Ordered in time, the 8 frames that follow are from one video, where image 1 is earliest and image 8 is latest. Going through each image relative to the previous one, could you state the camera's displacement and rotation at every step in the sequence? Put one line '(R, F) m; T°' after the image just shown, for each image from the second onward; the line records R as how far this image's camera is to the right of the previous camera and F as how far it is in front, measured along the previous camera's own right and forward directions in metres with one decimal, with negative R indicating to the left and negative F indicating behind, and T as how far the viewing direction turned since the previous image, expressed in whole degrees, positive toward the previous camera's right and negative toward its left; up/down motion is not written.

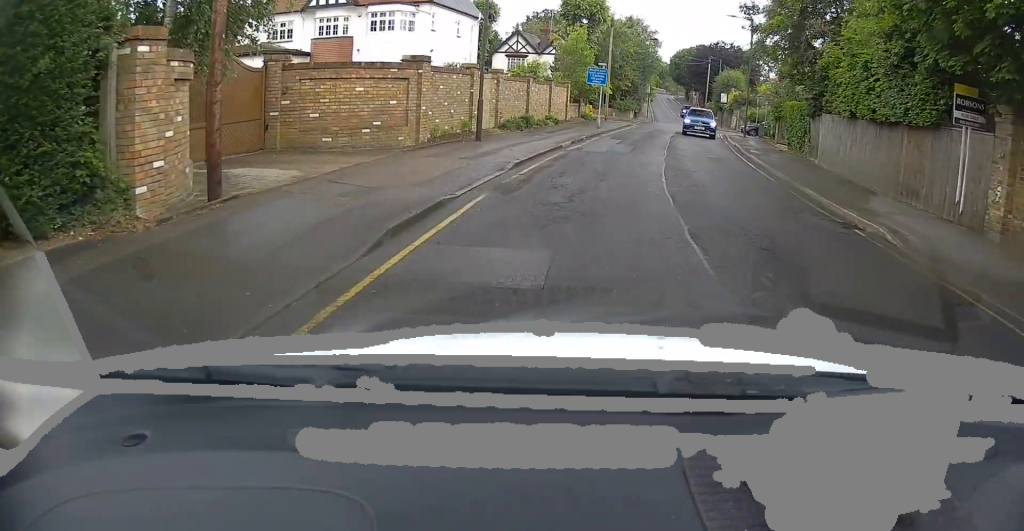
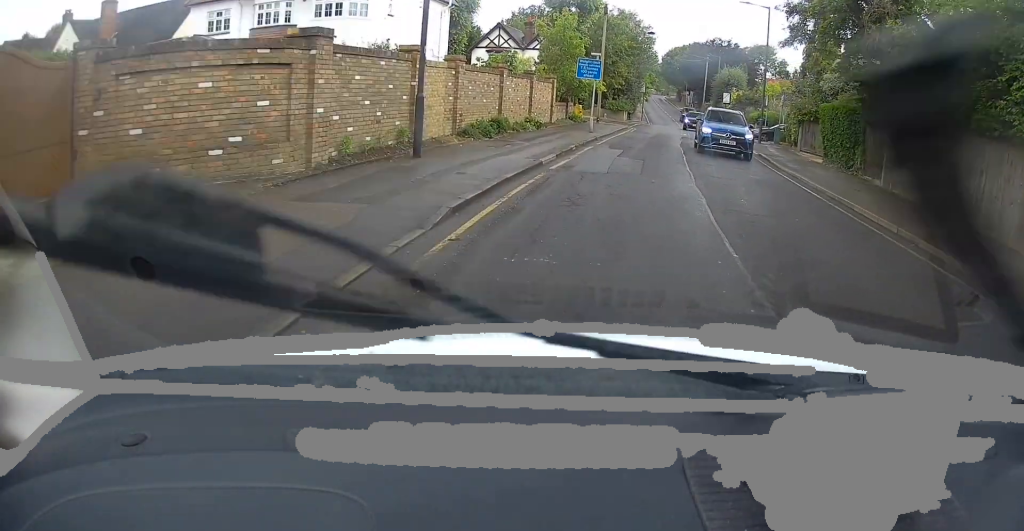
(0.0, +6.5) m; +2°
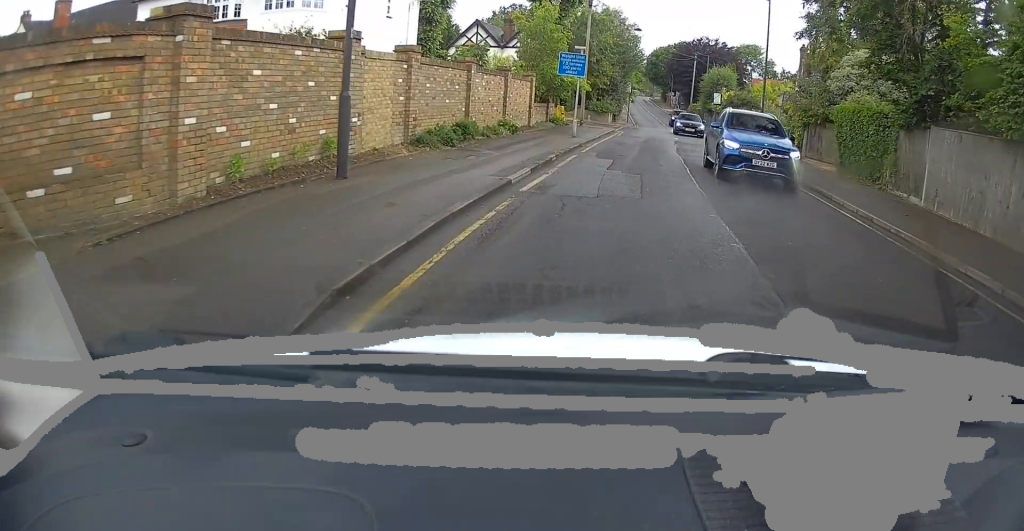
(+0.1, +3.3) m; +2°
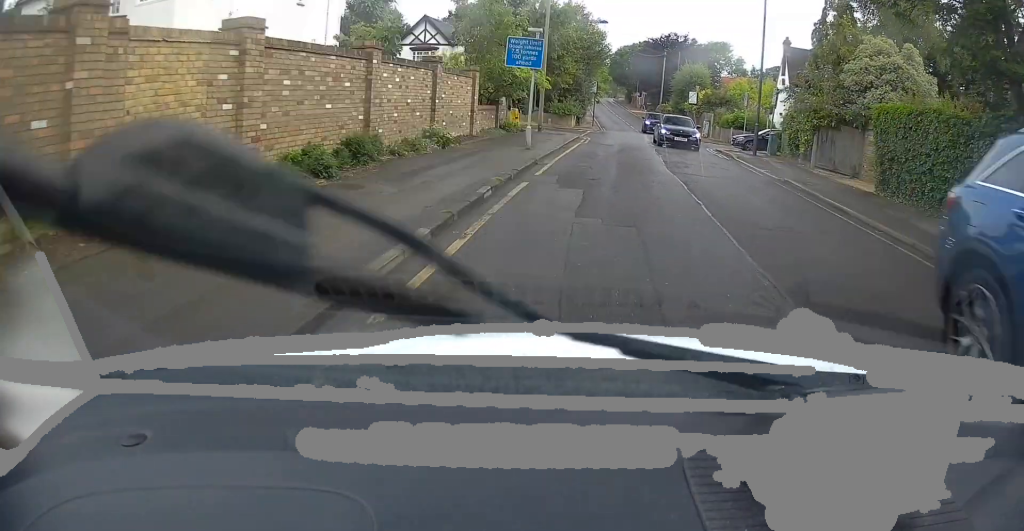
(+0.1, +6.0) m; +3°
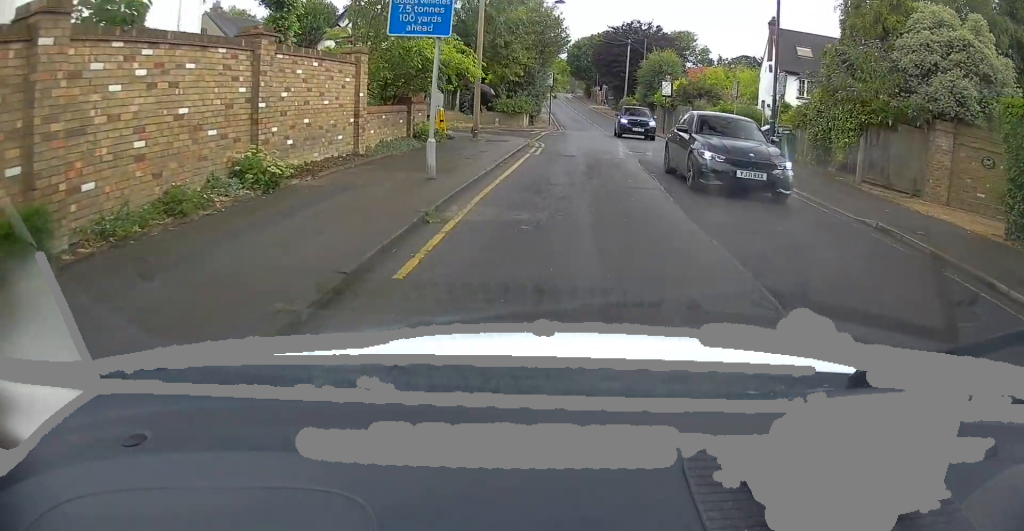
(+0.4, +7.8) m; +4°
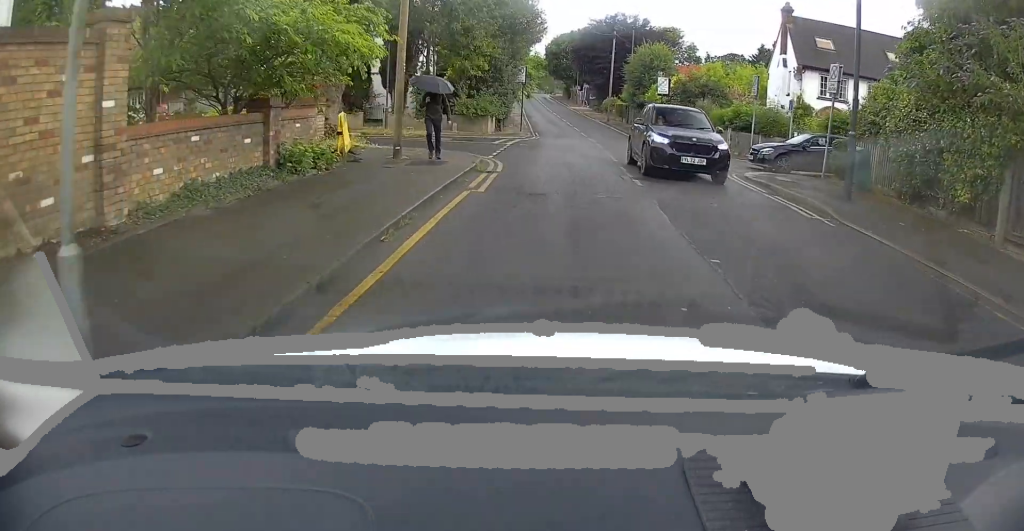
(+0.2, +7.4) m; +2°
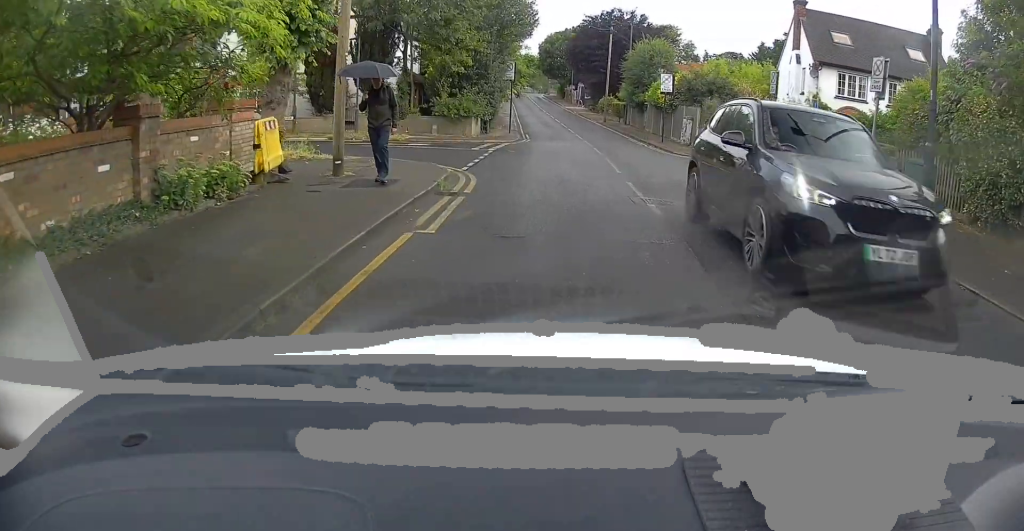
(0.0, +3.4) m; +1°
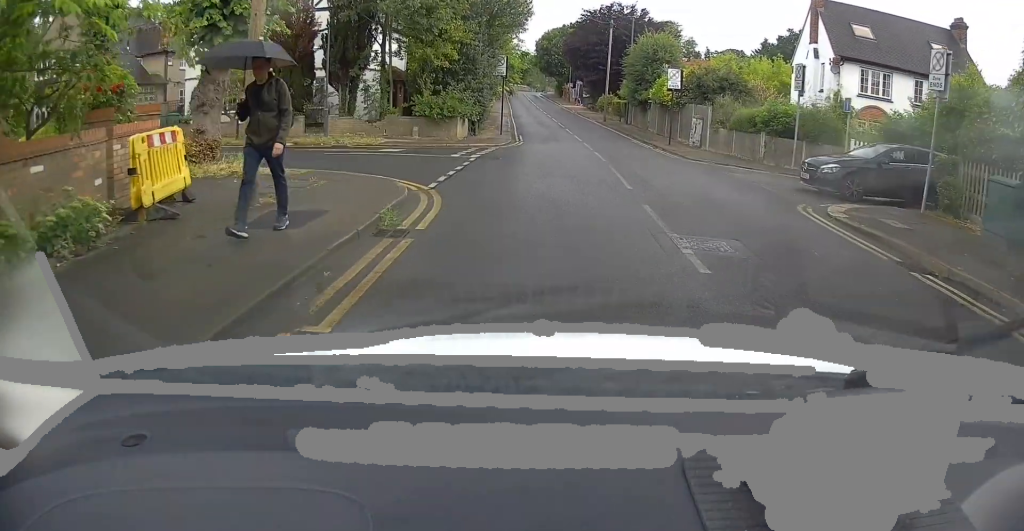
(0.0, +3.2) m; 0°
